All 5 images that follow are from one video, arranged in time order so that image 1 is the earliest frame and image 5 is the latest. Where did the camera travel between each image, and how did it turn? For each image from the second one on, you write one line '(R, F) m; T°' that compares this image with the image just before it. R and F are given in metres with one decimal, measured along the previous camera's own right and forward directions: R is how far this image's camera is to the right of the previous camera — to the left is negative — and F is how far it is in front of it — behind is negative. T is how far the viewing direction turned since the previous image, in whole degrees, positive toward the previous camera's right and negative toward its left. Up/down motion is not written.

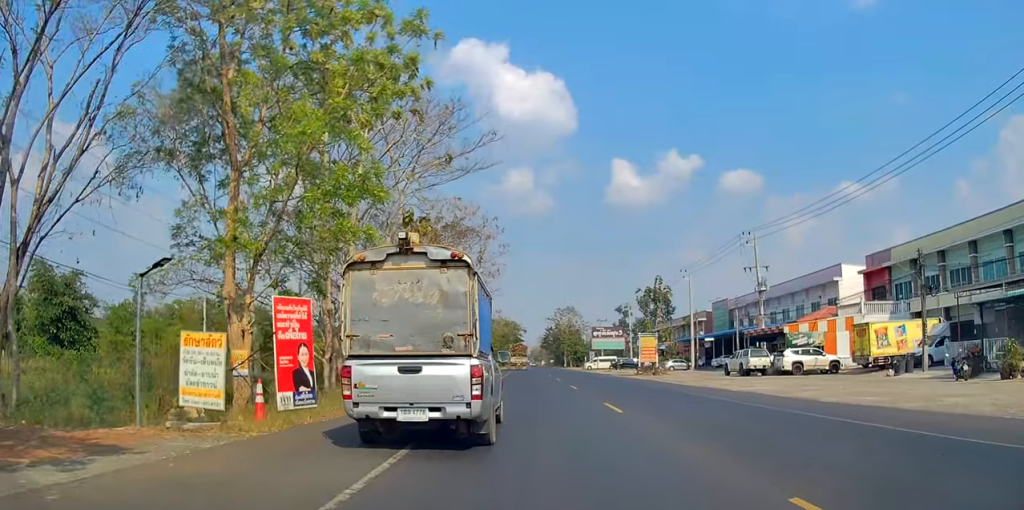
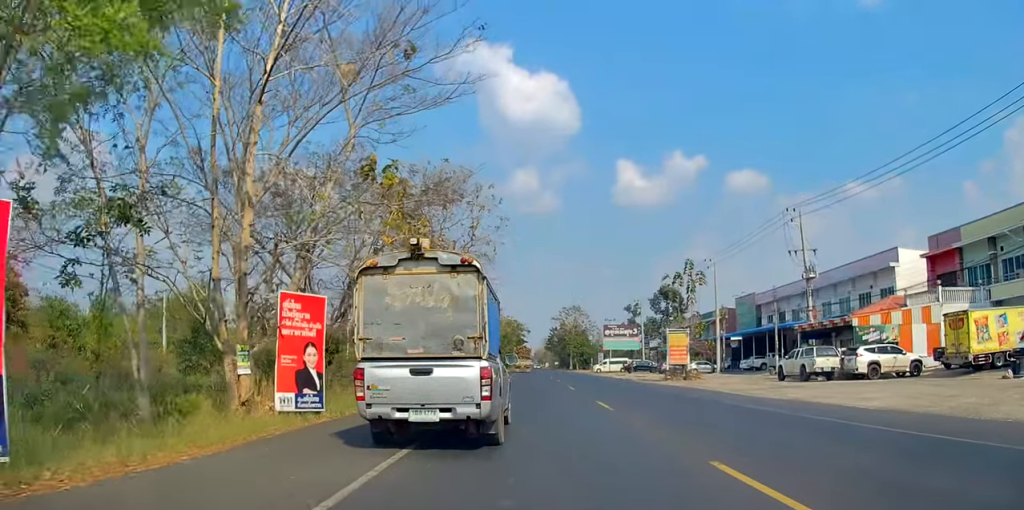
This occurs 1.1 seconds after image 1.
(+0.1, +9.4) m; 0°
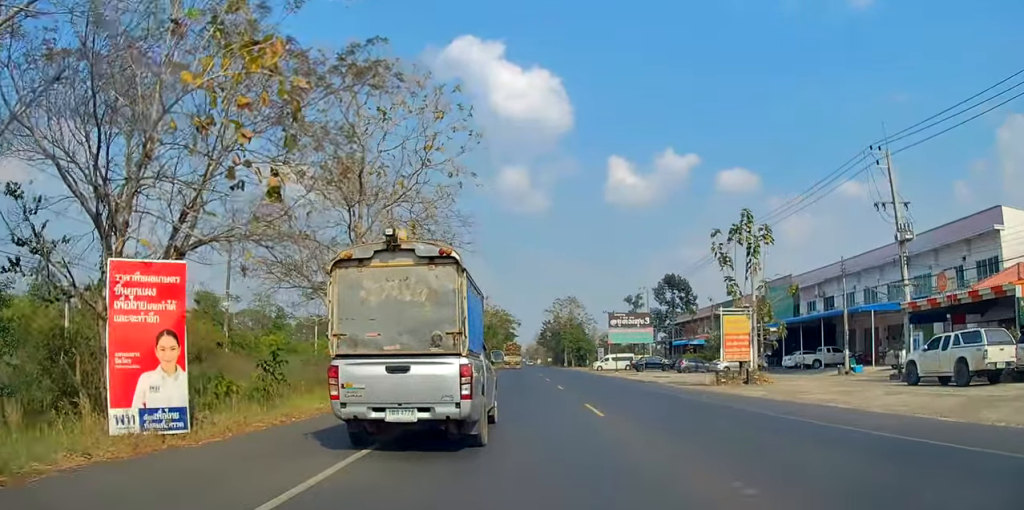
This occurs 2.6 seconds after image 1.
(+0.1, +13.9) m; +2°
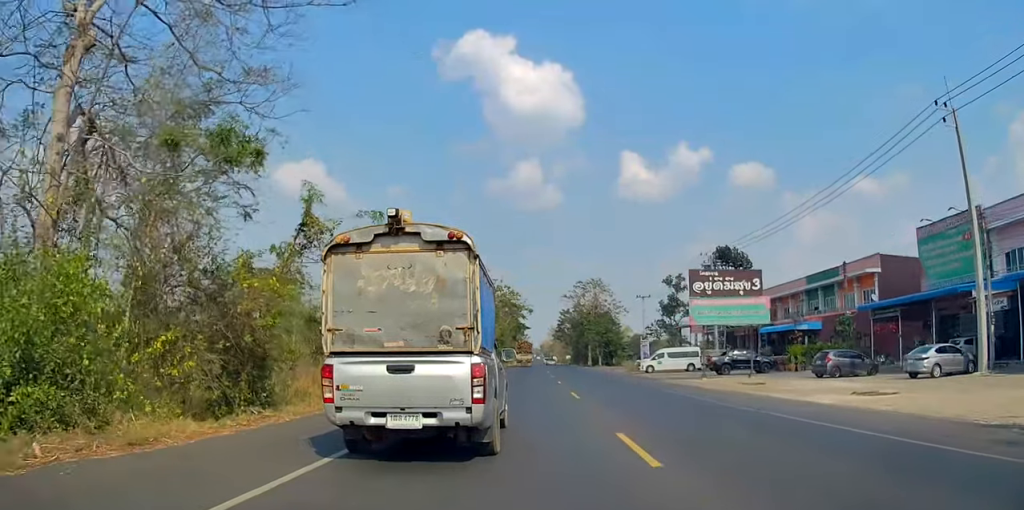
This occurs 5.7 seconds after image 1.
(-0.6, +30.0) m; -4°
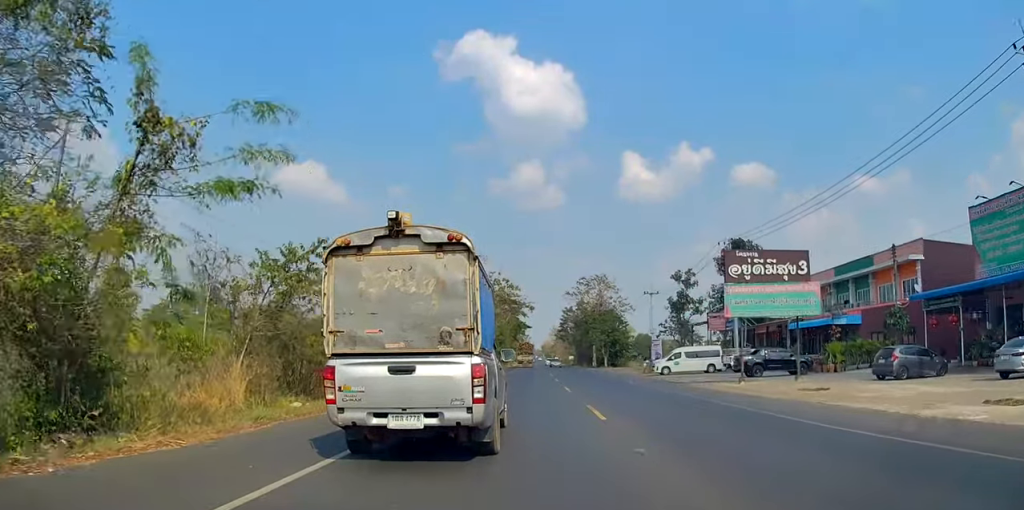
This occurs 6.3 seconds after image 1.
(-0.2, +6.4) m; -2°
